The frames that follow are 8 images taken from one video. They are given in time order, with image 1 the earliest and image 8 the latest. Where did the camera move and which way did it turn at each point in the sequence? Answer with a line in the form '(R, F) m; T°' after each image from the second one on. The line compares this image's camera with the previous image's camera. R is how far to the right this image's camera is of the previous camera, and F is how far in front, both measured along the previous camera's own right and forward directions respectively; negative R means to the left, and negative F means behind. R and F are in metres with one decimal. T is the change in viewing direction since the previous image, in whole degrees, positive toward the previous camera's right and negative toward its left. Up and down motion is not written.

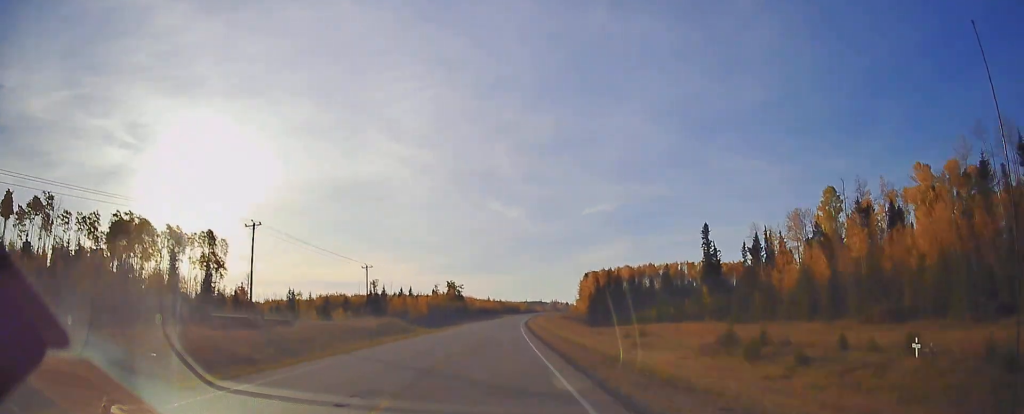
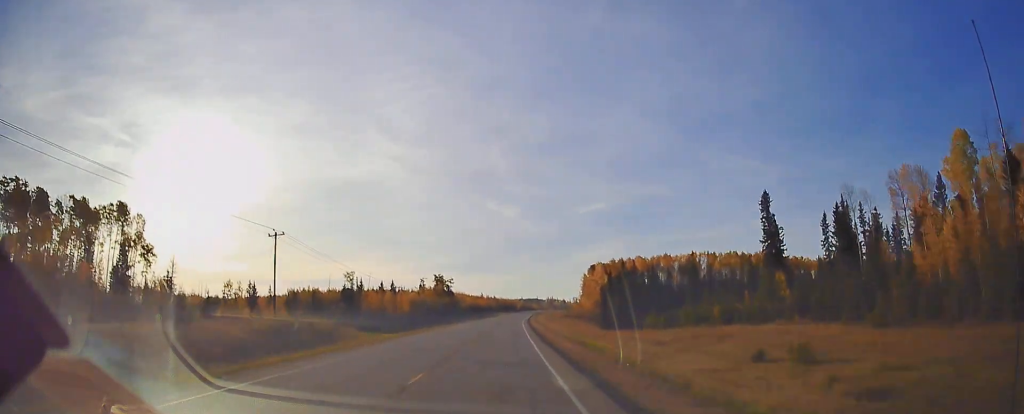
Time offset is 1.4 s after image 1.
(+0.7, +38.0) m; +1°
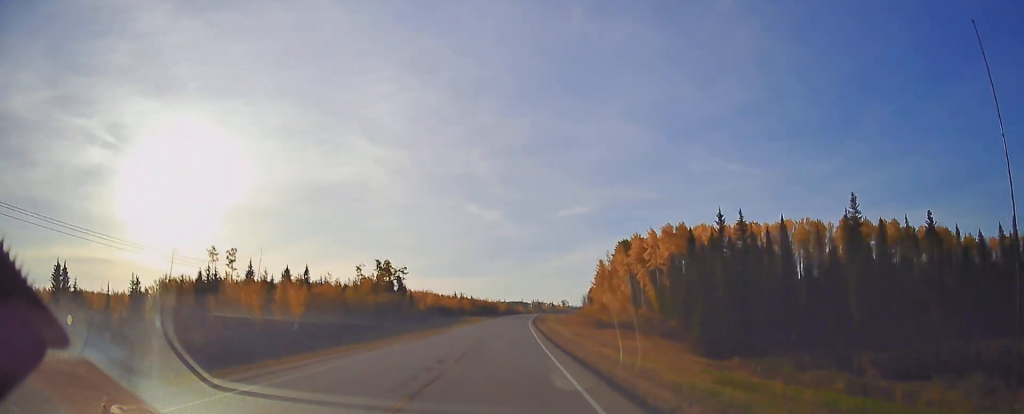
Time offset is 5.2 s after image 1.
(+1.5, +102.9) m; +2°
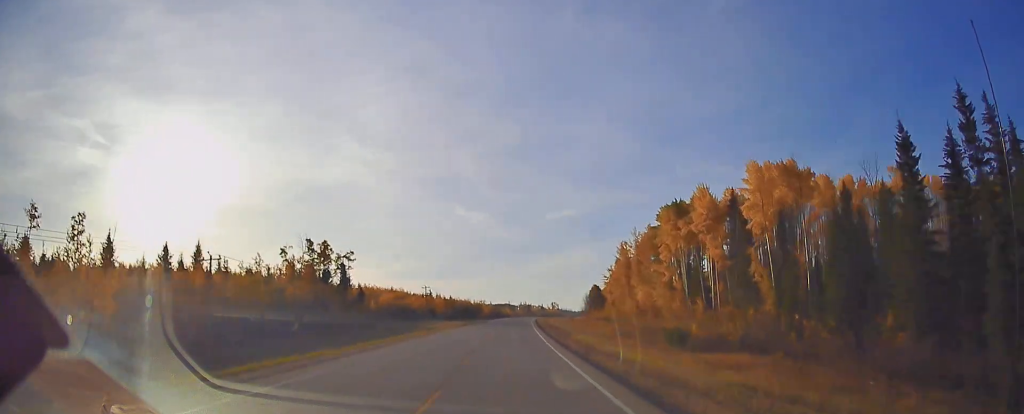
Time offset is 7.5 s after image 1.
(+0.5, +61.8) m; +1°
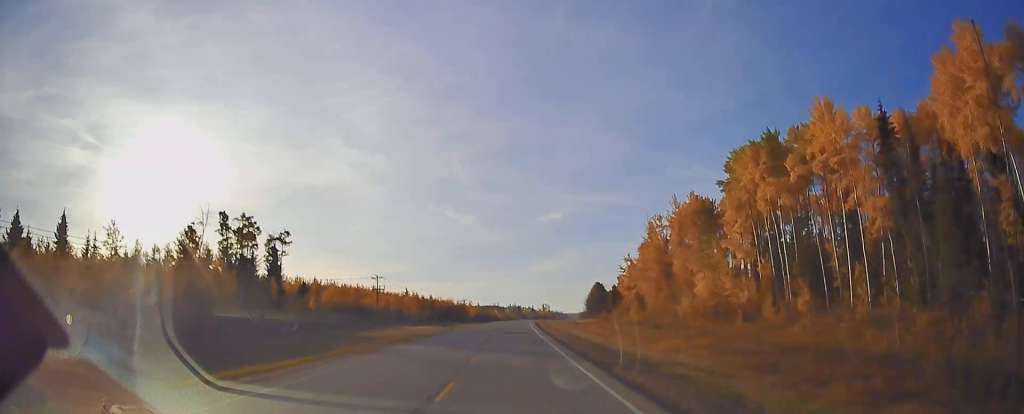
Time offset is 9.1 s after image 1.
(-0.1, +42.9) m; +1°
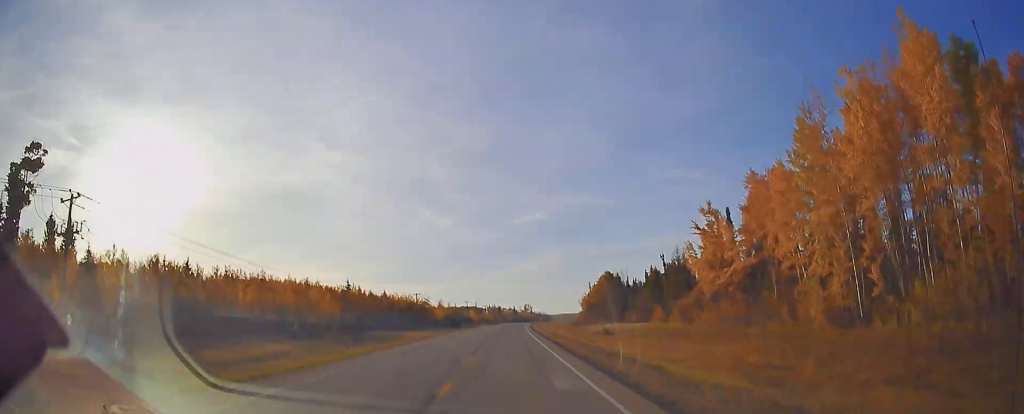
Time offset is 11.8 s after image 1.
(+1.7, +71.9) m; +2°
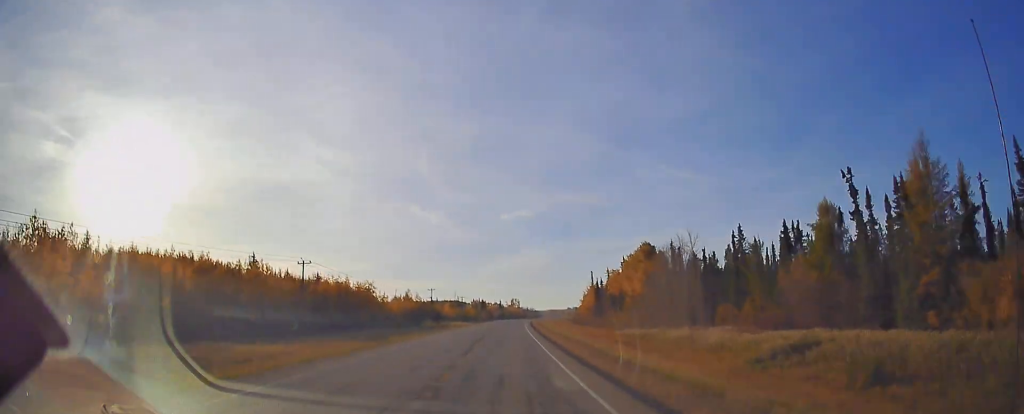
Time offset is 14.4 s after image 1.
(+1.2, +68.7) m; +2°
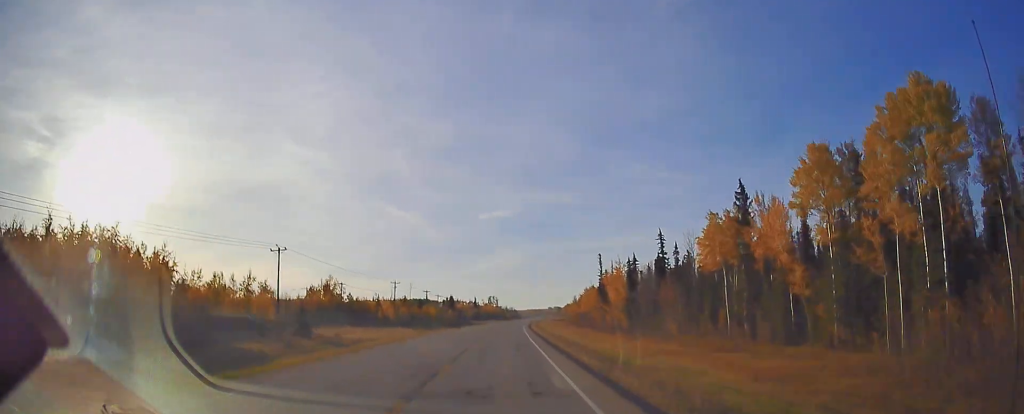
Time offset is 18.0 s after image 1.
(+2.0, +95.1) m; +3°
